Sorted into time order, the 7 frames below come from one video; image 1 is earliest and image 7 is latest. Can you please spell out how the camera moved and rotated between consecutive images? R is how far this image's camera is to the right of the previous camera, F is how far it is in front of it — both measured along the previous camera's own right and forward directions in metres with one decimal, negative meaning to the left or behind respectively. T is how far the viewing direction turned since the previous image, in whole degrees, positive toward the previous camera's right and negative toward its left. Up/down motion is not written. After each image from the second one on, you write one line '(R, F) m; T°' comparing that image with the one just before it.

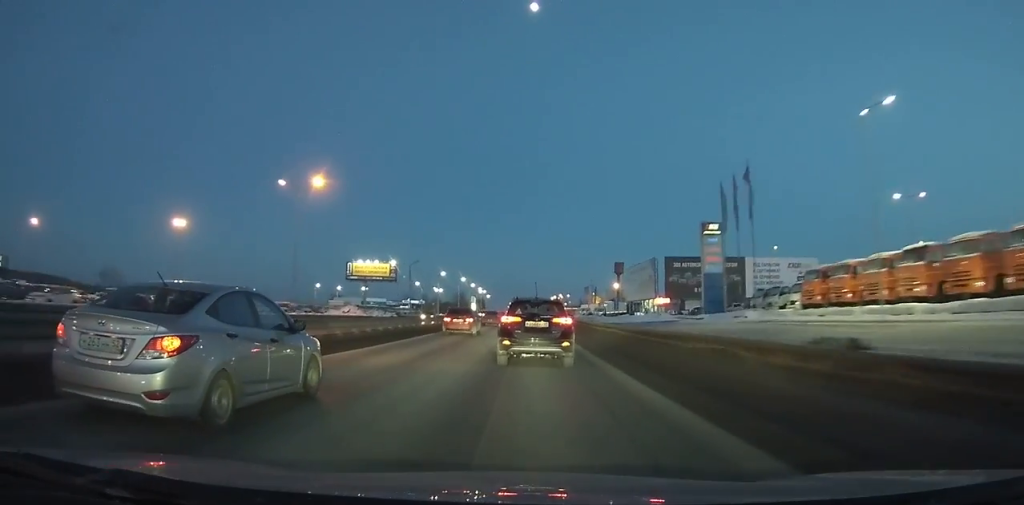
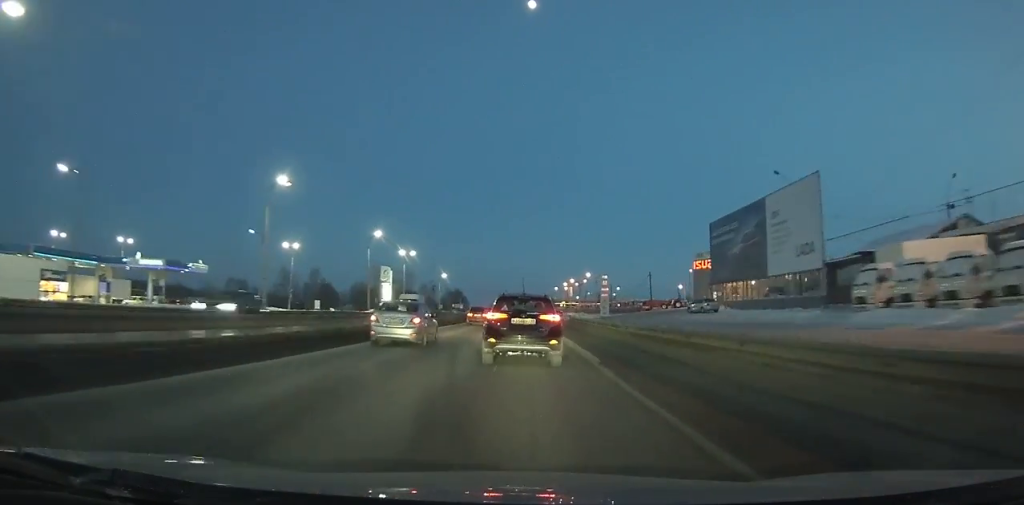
(+1.1, +159.1) m; 0°
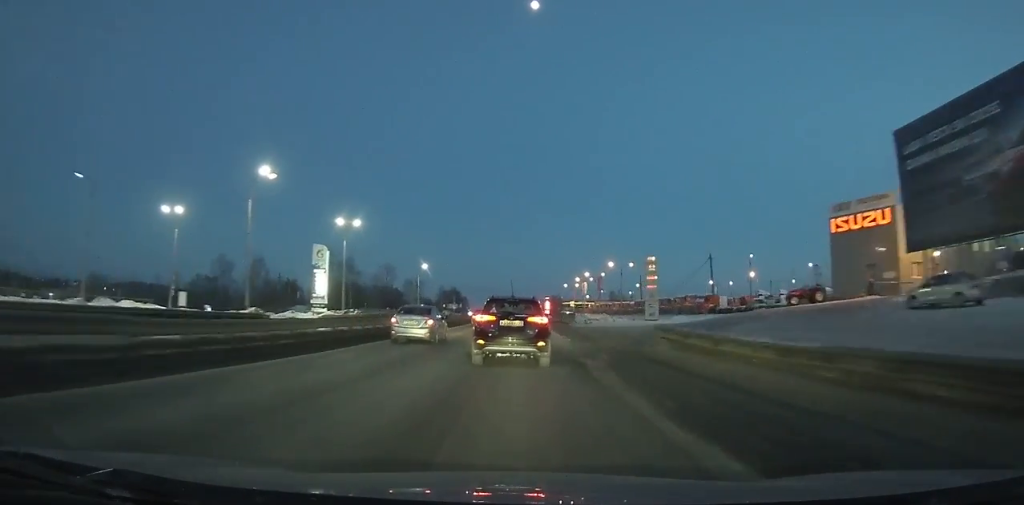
(0.0, +37.4) m; 0°
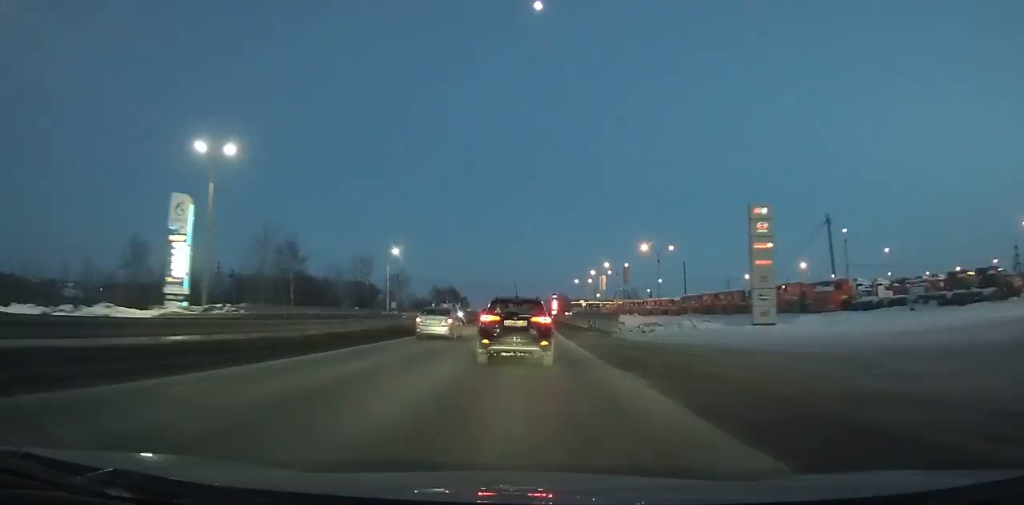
(-0.2, +32.1) m; 0°
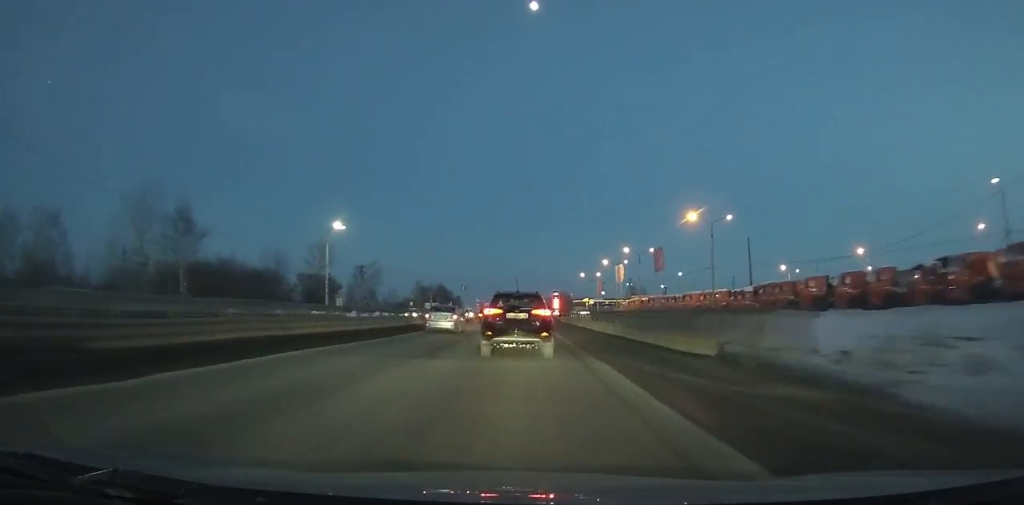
(-0.1, +28.8) m; 0°
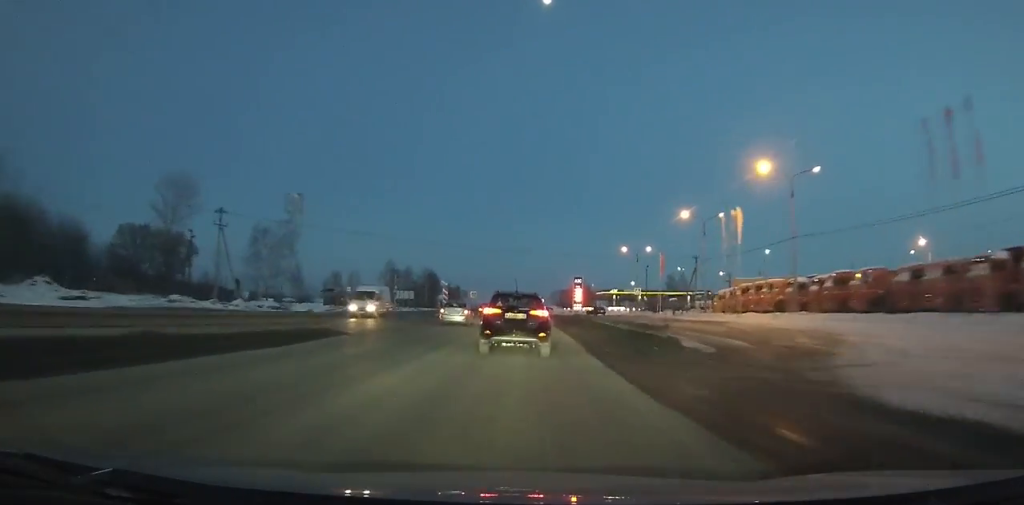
(-0.4, +54.2) m; -1°
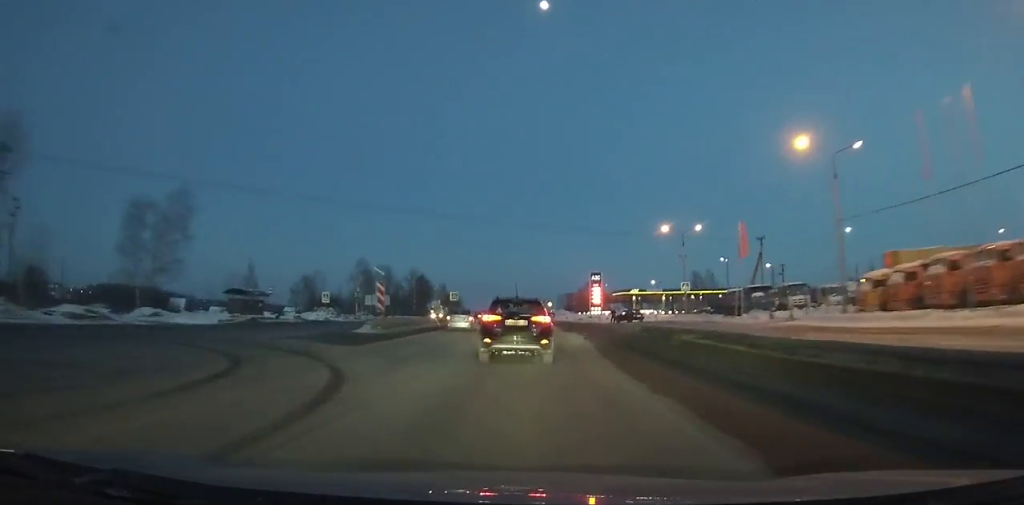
(0.0, +27.0) m; -1°
